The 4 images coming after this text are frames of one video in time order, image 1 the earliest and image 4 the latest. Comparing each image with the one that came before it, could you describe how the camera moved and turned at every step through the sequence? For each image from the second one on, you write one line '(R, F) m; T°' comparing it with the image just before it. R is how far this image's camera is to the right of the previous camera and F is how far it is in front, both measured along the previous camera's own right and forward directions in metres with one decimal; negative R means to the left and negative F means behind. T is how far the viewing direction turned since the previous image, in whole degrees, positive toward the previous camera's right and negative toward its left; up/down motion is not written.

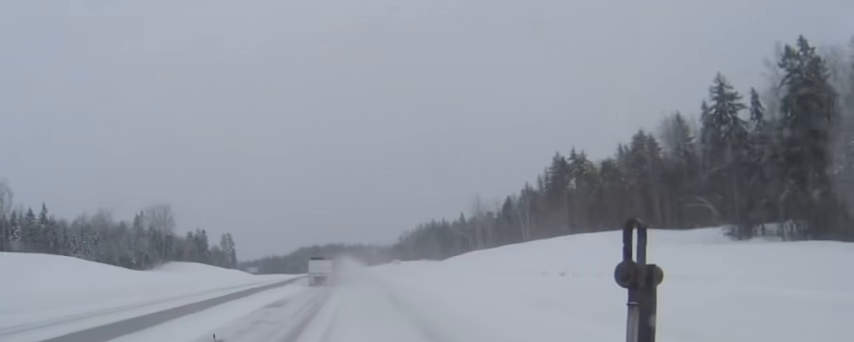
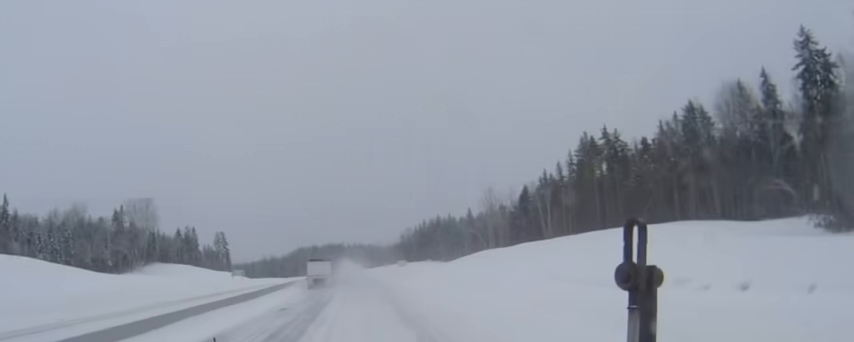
(0.0, +18.6) m; 0°
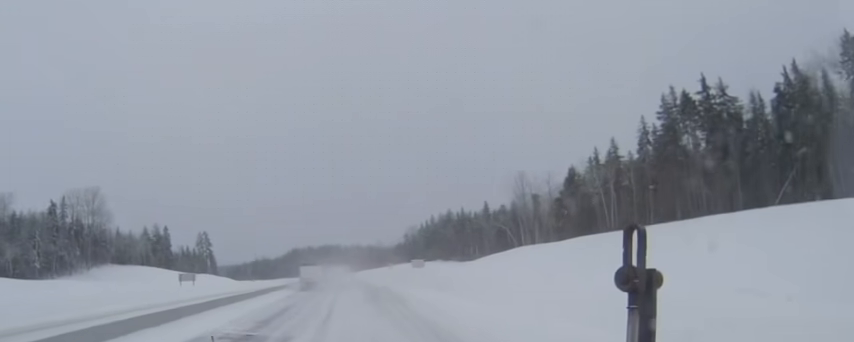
(0.0, +39.8) m; 0°
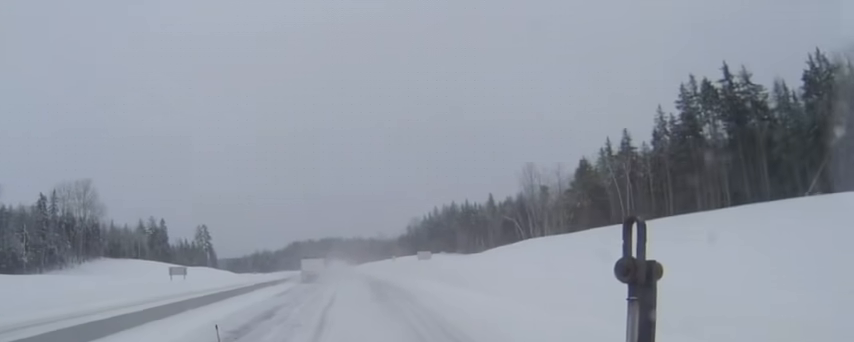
(0.0, +6.1) m; 0°
